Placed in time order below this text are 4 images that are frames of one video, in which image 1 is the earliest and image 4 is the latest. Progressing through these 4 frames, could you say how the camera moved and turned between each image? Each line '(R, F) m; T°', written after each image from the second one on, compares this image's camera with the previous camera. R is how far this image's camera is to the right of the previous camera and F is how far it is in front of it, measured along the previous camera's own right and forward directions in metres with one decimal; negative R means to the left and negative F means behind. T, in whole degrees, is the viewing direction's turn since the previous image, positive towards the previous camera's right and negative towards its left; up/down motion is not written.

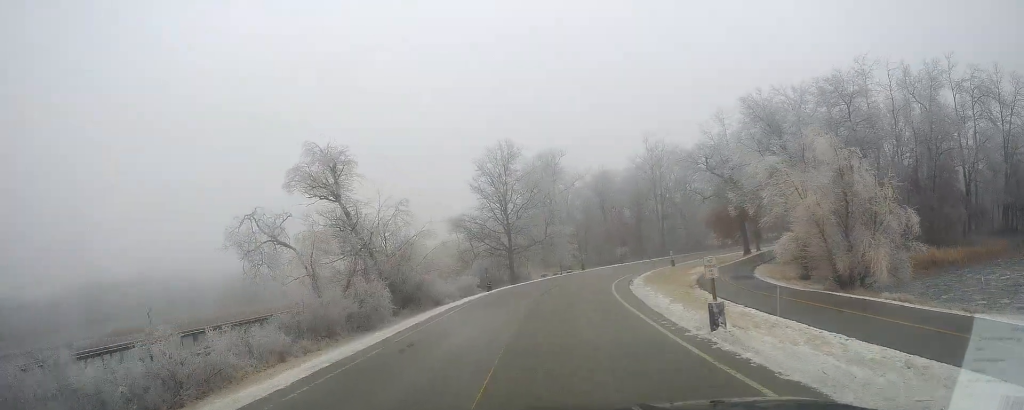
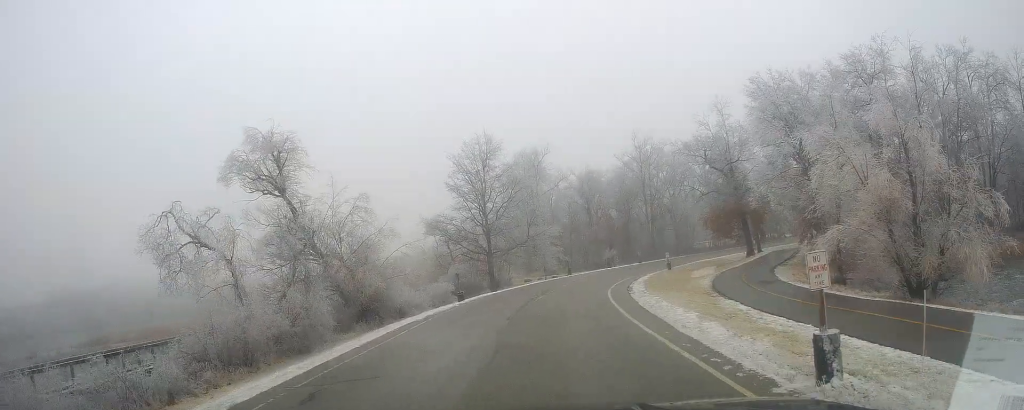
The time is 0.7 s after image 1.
(+0.1, +5.9) m; +1°
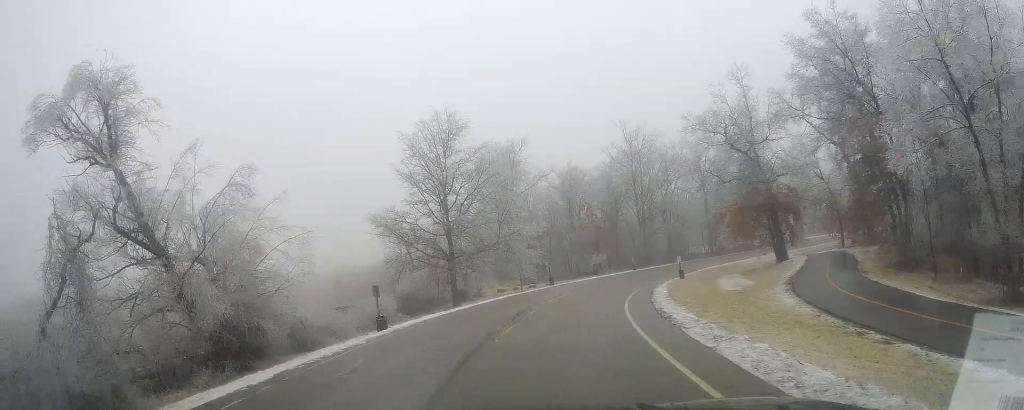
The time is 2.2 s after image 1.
(+0.4, +12.4) m; +2°
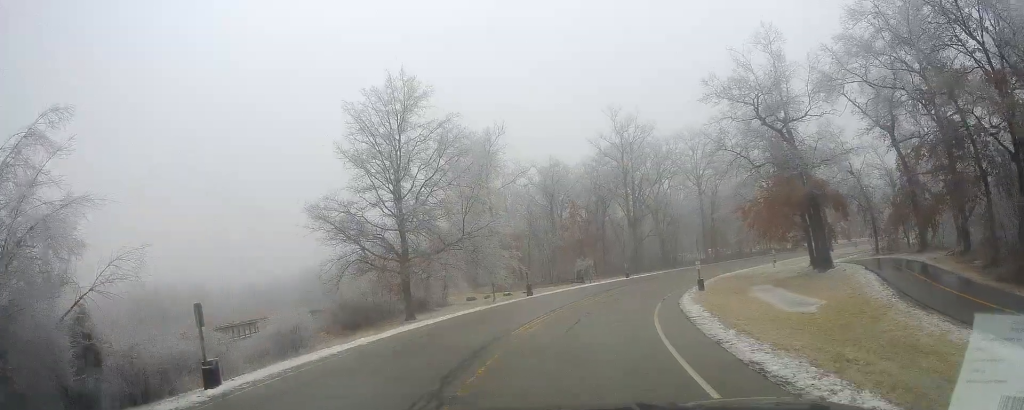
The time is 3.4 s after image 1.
(+0.1, +10.5) m; +3°
